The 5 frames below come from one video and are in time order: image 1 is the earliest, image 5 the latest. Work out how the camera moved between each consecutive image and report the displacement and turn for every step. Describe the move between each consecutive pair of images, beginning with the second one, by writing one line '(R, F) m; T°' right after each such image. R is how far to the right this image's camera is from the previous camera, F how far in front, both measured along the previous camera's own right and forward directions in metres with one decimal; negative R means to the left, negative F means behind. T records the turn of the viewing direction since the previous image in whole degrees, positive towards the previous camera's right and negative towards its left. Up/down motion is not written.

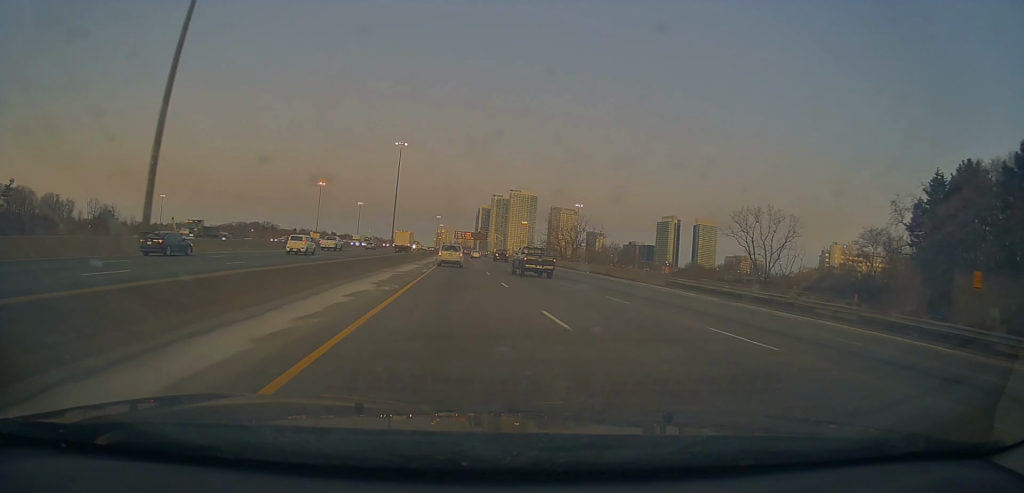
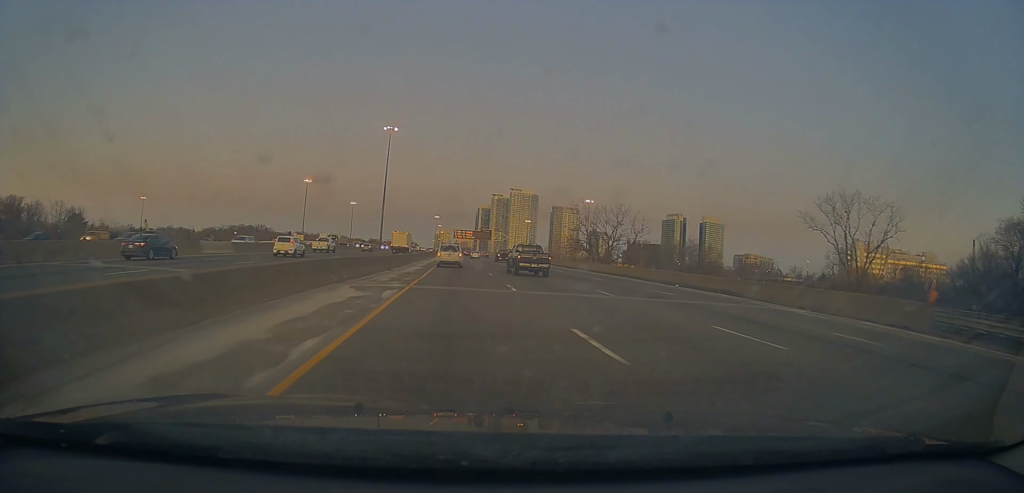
(-0.2, +27.6) m; 0°
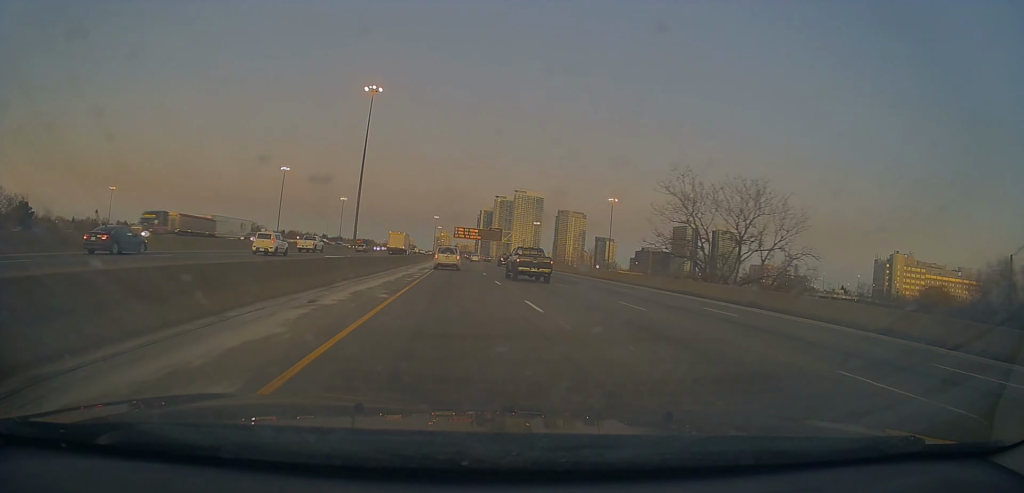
(0.0, +42.8) m; 0°
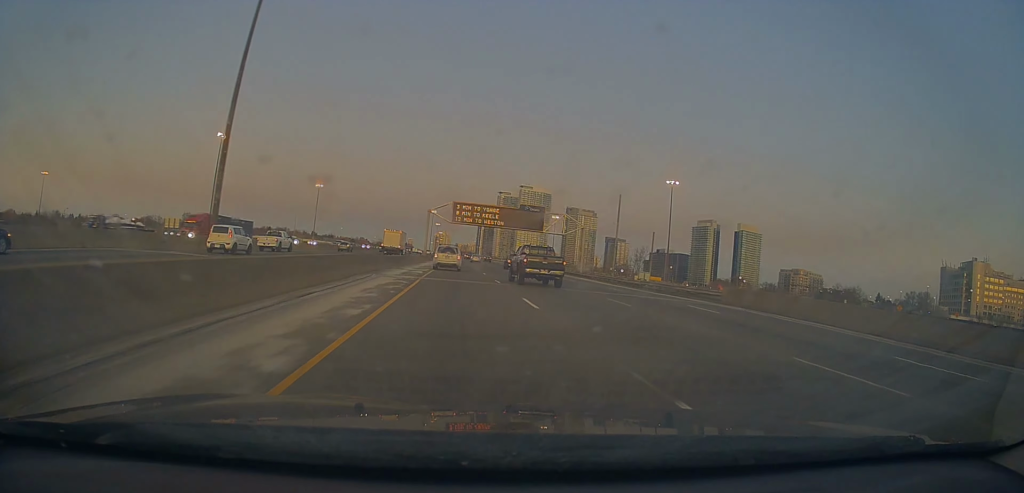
(+0.3, +71.3) m; 0°
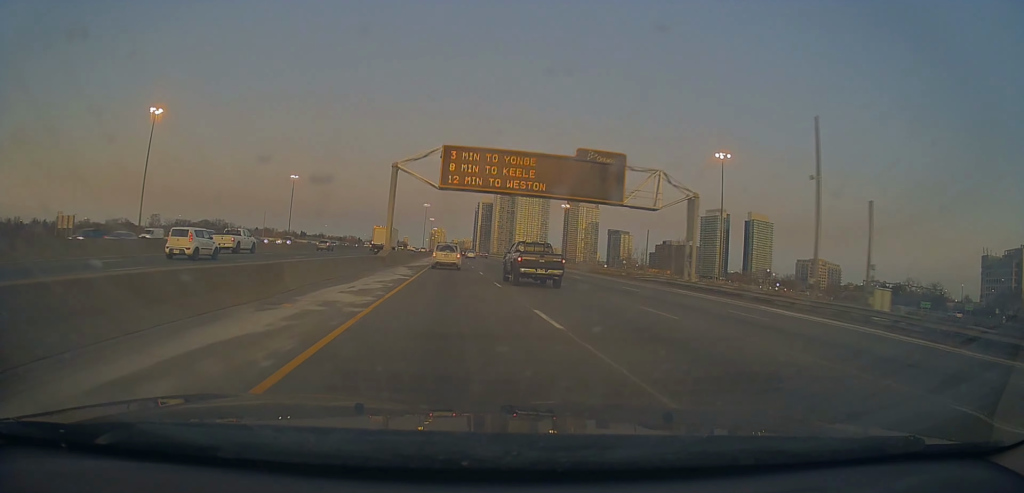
(0.0, +40.5) m; 0°
